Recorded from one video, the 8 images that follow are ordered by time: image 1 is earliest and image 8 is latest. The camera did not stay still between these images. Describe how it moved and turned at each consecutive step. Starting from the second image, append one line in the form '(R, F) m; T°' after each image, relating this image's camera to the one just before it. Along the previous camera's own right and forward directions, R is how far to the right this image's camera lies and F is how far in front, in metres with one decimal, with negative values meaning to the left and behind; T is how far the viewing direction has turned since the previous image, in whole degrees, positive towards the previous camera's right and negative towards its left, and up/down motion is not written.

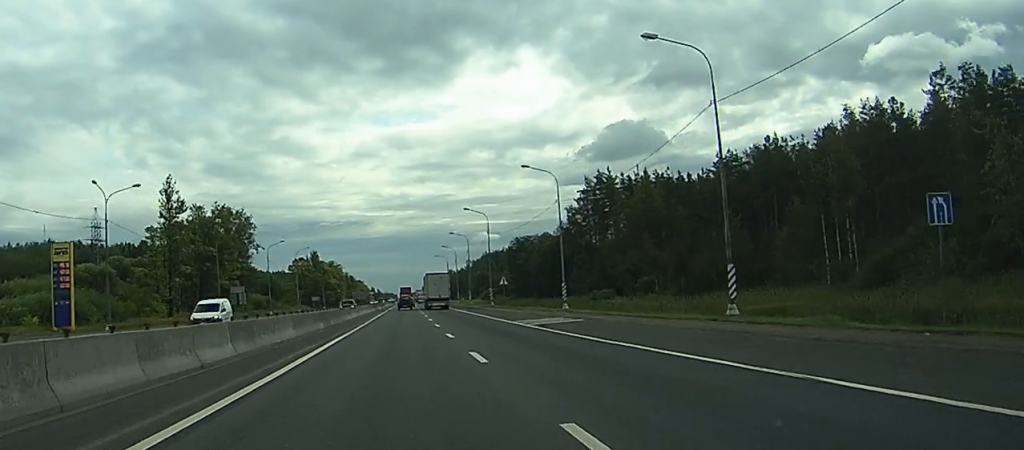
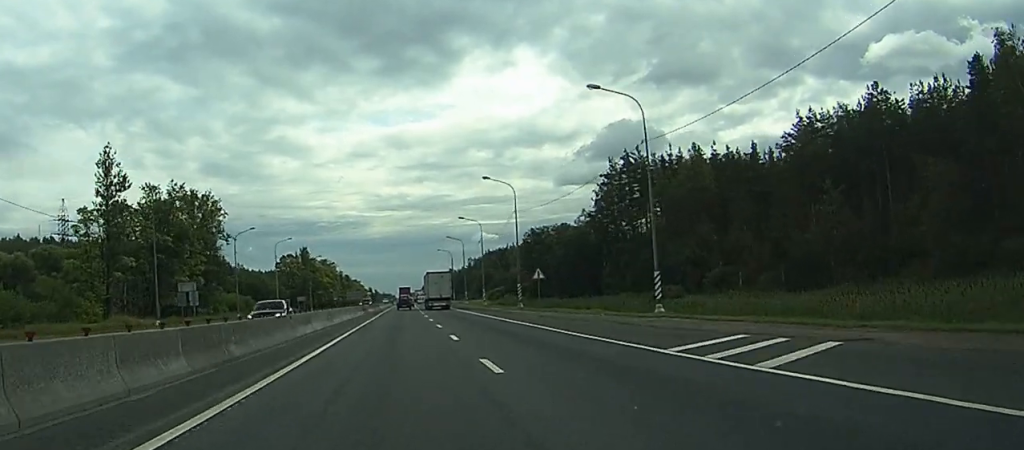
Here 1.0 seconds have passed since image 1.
(0.0, +25.9) m; 0°
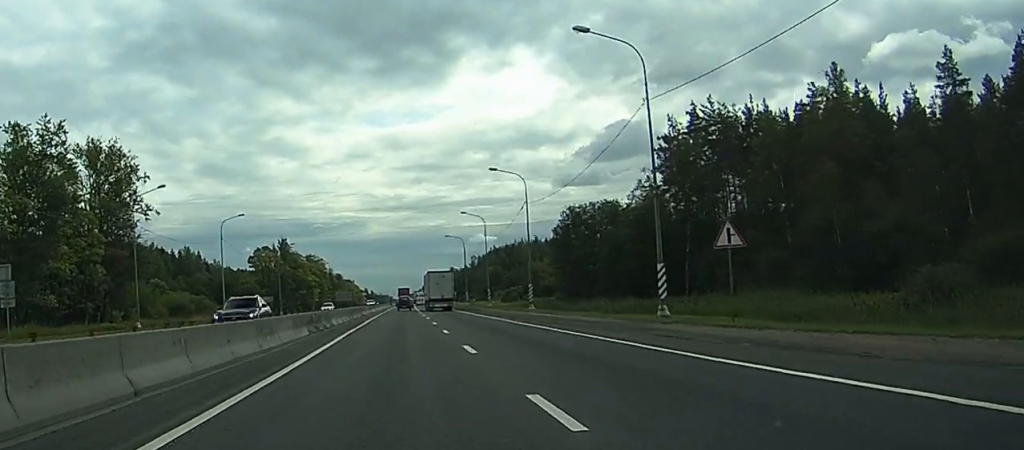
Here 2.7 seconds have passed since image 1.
(+0.1, +42.3) m; +1°
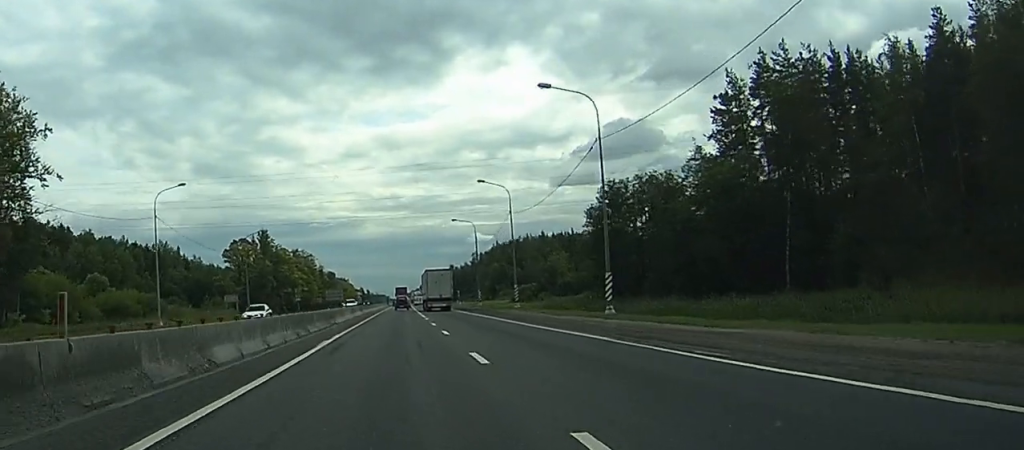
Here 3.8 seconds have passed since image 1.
(+0.1, +27.3) m; 0°
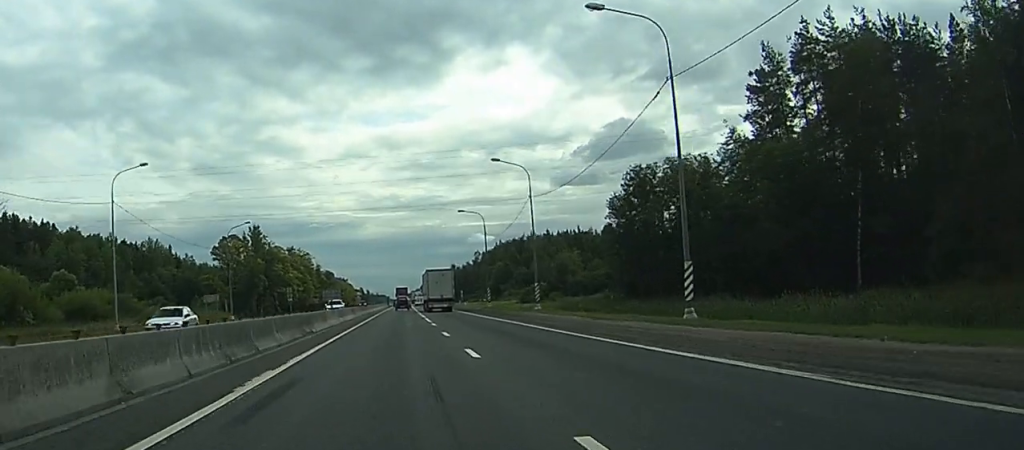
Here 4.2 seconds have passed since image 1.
(0.0, +12.0) m; 0°
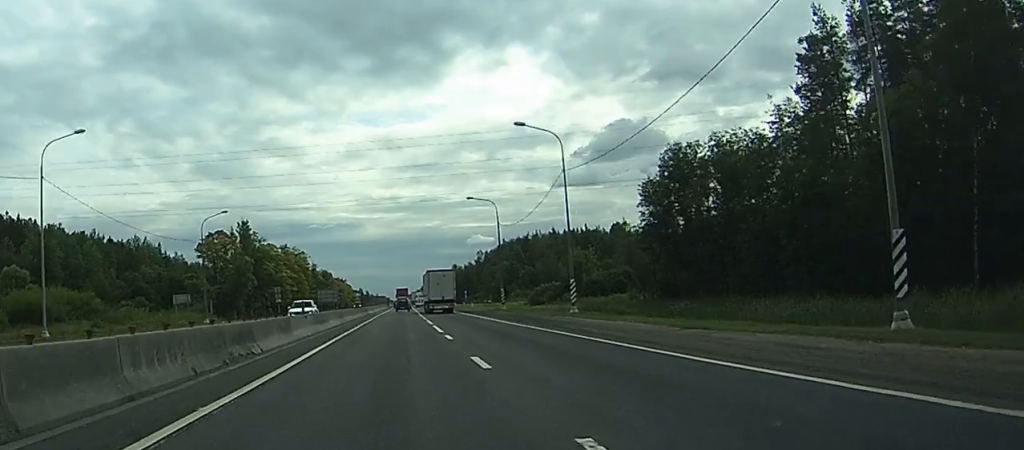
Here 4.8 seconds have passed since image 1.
(0.0, +13.7) m; 0°
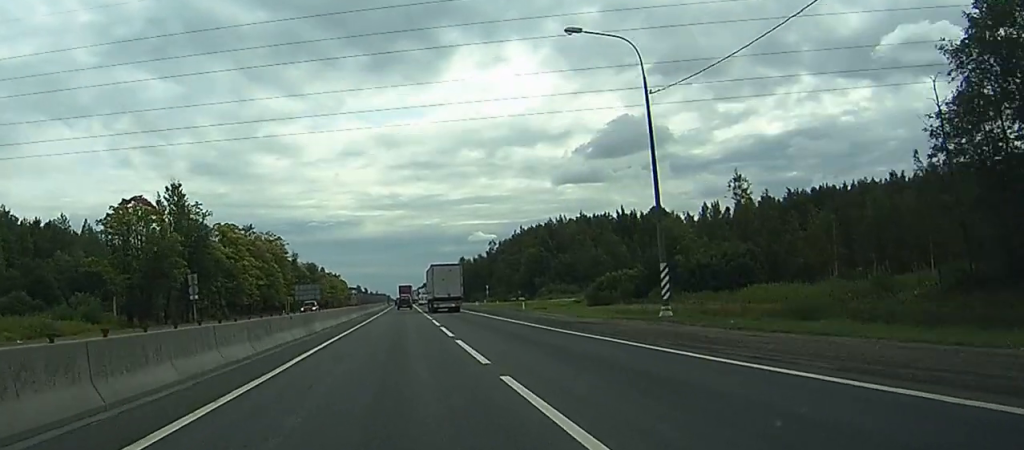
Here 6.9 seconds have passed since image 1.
(-0.2, +54.2) m; -1°
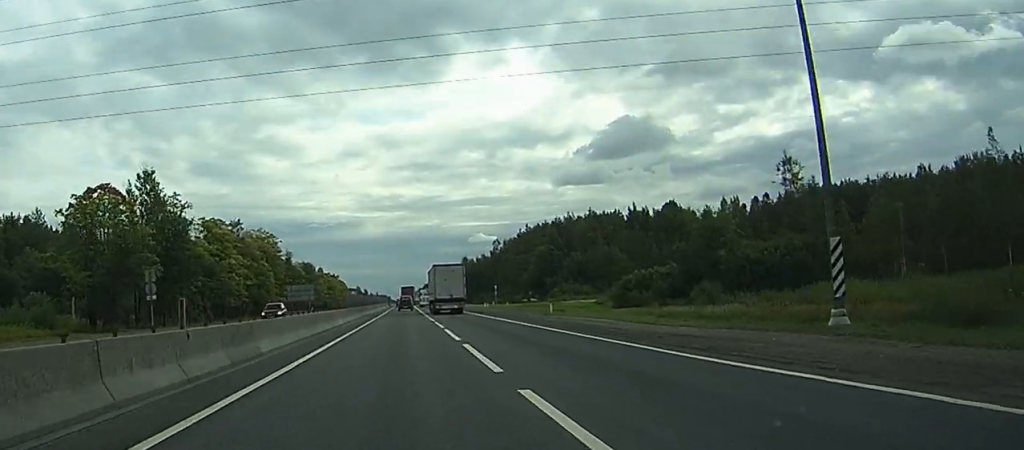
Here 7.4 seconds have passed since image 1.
(0.0, +13.8) m; 0°
